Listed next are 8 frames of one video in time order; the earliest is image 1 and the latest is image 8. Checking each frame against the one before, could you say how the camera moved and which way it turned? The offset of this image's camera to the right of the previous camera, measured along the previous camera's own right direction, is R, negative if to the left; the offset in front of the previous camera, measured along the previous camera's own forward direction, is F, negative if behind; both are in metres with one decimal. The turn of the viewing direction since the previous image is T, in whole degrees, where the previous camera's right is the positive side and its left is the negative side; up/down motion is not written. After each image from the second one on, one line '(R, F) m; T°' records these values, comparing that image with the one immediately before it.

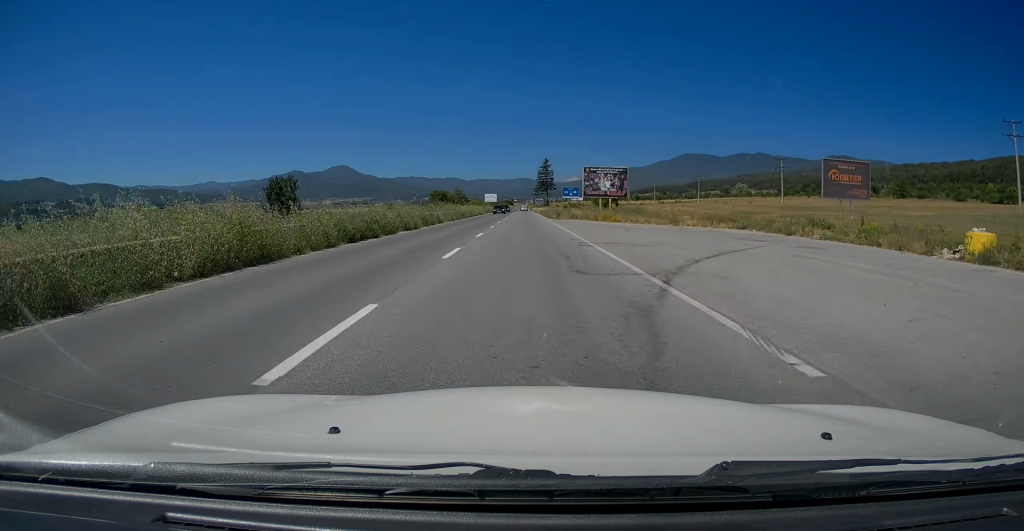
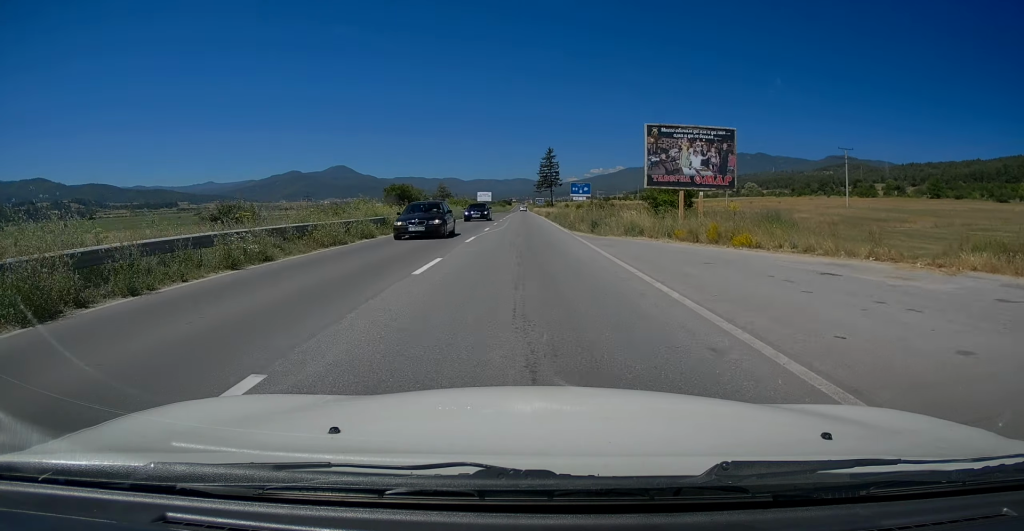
(+0.3, +29.8) m; 0°
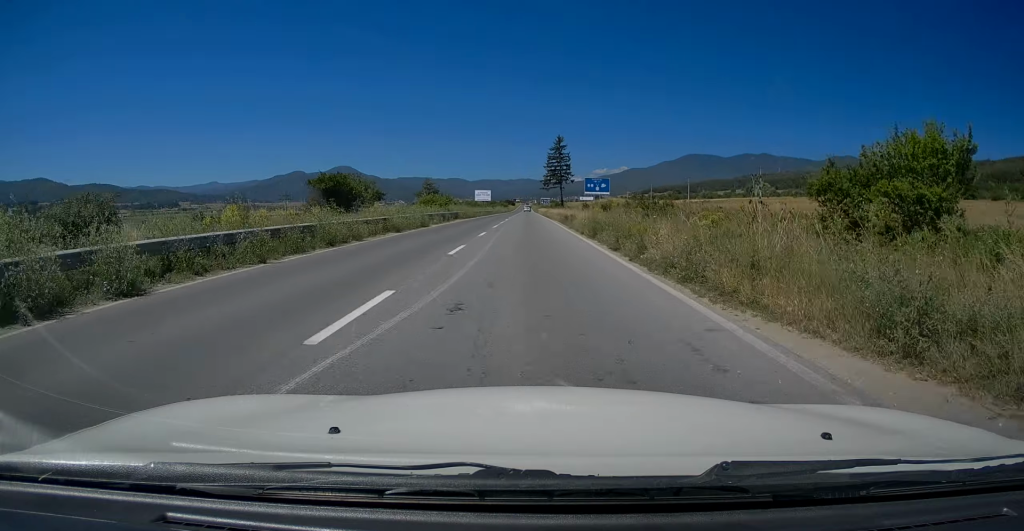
(-0.3, +22.9) m; 0°
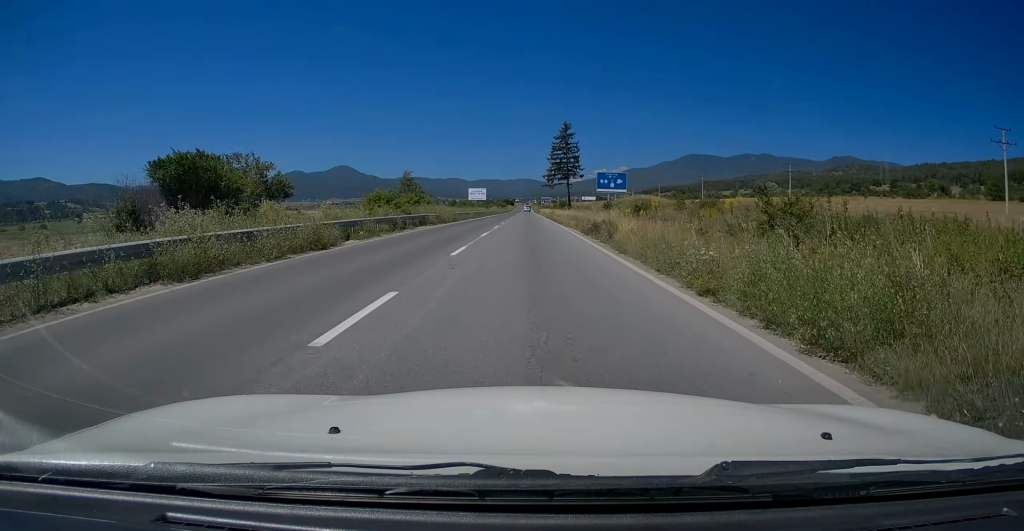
(0.0, +18.1) m; +1°
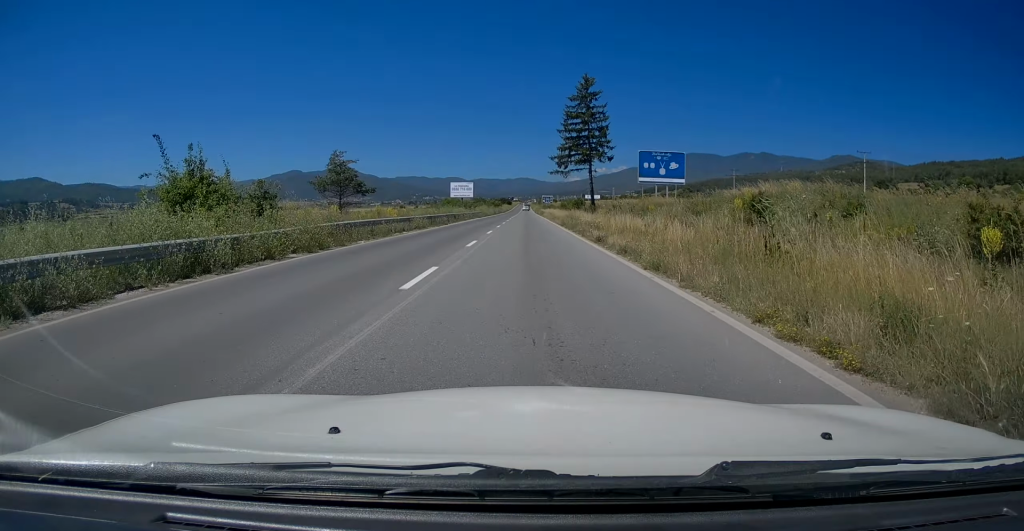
(0.0, +32.8) m; -1°
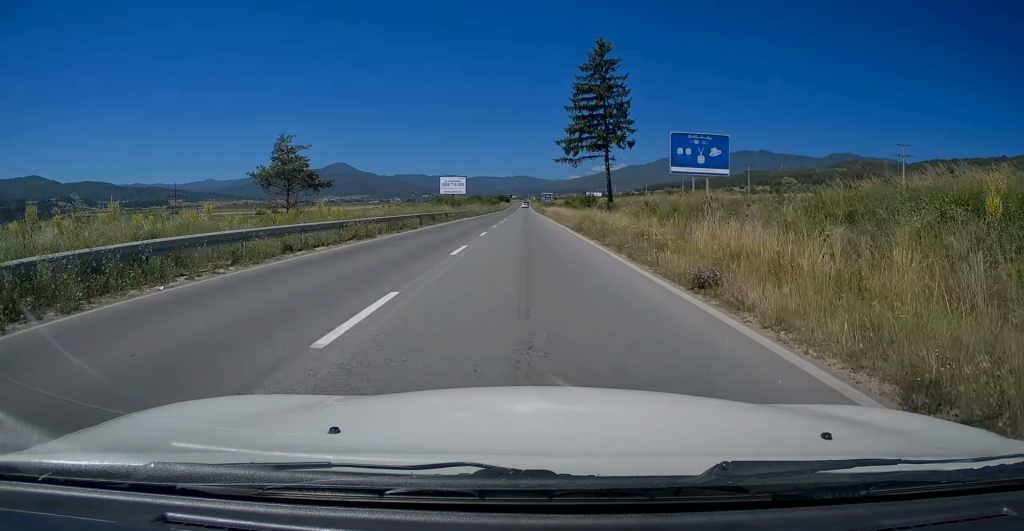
(-0.1, +12.5) m; 0°
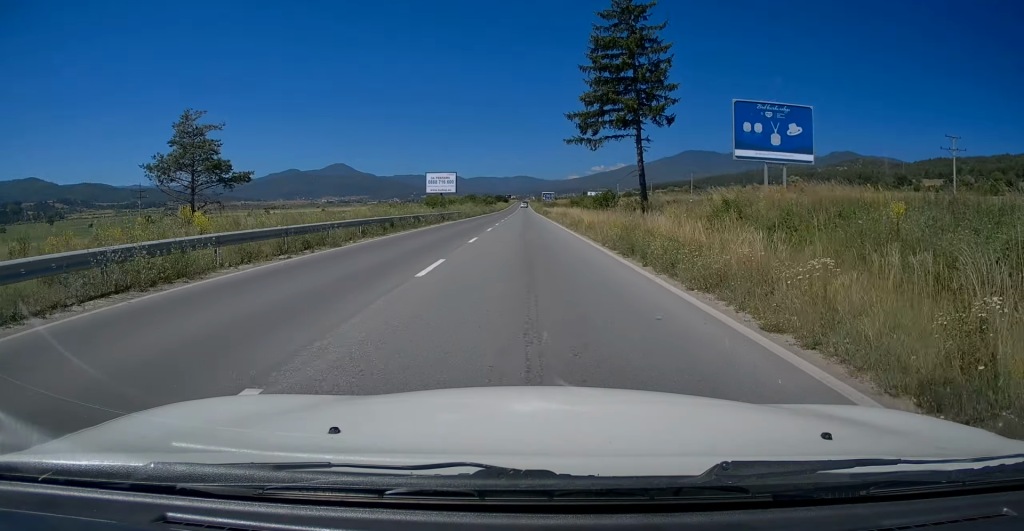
(-0.1, +13.3) m; +1°
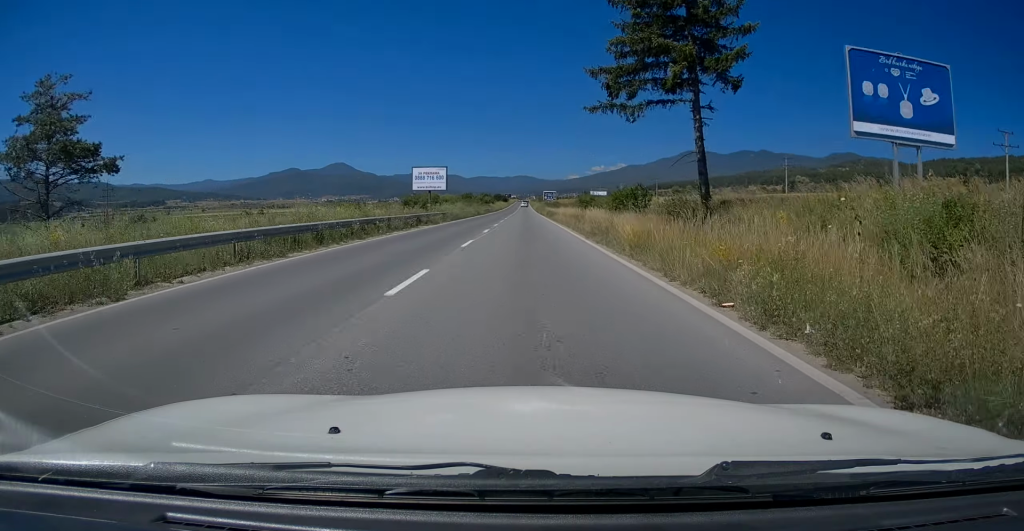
(+0.1, +11.1) m; 0°
